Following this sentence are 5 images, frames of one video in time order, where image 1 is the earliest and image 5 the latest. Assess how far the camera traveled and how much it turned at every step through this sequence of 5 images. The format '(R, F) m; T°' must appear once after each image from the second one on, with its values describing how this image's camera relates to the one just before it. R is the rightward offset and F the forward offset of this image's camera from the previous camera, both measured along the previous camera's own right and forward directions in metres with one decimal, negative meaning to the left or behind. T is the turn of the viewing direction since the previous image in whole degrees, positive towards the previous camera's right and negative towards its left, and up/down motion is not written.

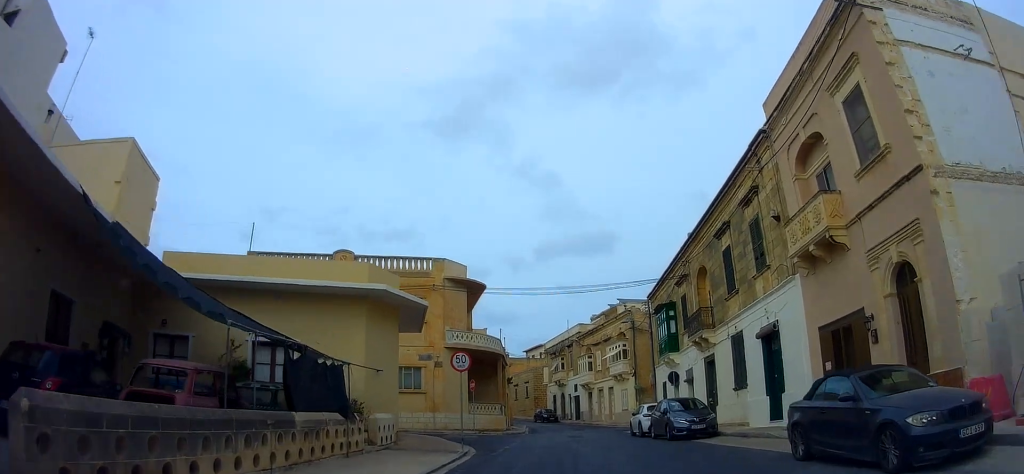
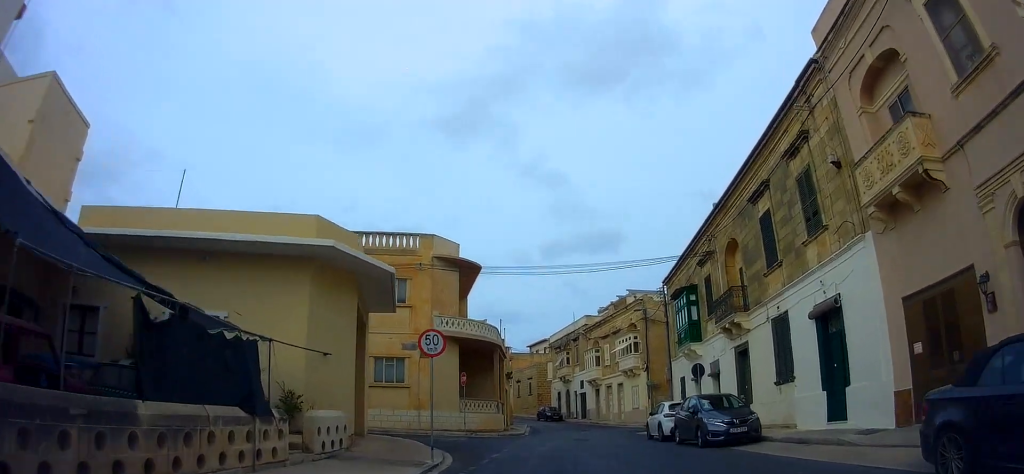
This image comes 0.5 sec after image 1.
(-0.3, +3.8) m; 0°
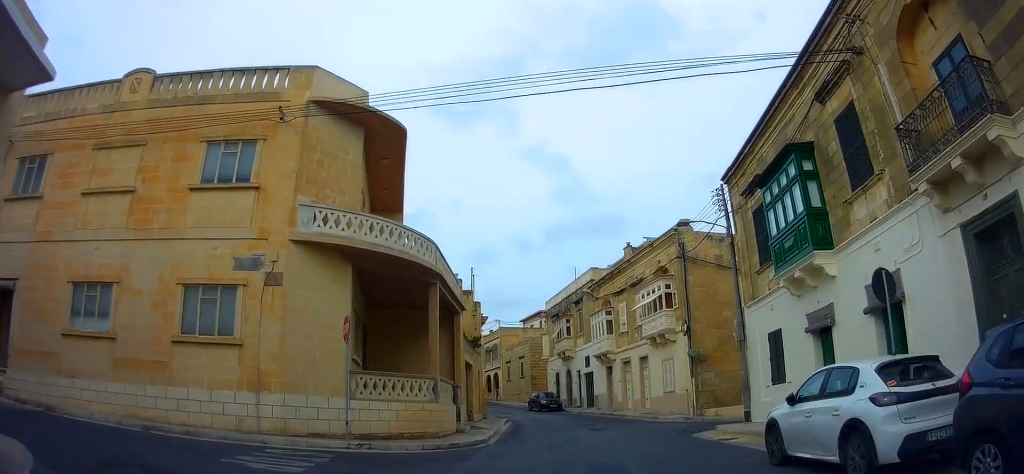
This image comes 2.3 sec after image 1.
(+0.8, +13.9) m; +4°
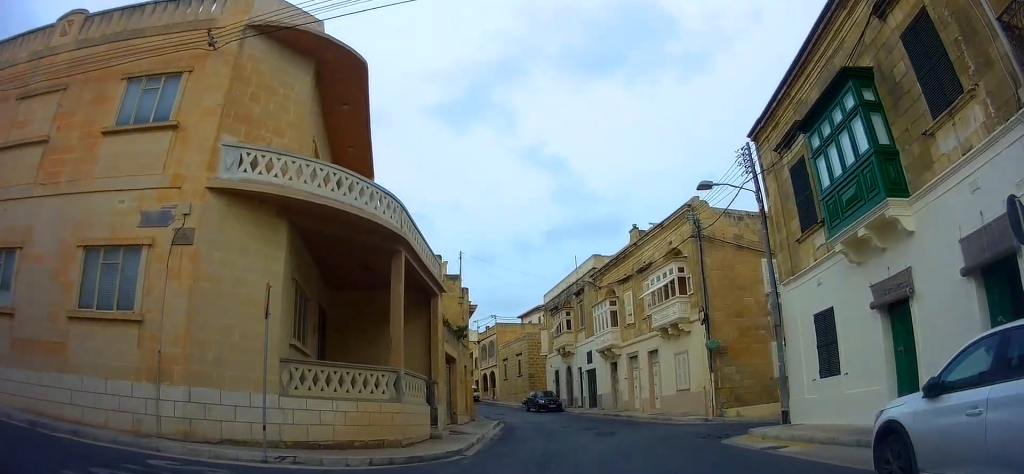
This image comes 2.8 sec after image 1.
(+0.1, +3.7) m; -1°
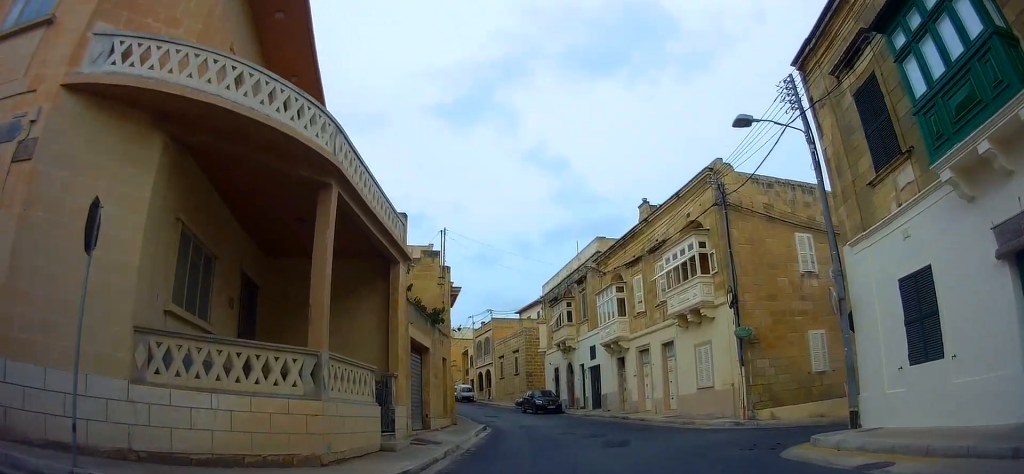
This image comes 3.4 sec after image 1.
(-0.2, +4.0) m; -1°
